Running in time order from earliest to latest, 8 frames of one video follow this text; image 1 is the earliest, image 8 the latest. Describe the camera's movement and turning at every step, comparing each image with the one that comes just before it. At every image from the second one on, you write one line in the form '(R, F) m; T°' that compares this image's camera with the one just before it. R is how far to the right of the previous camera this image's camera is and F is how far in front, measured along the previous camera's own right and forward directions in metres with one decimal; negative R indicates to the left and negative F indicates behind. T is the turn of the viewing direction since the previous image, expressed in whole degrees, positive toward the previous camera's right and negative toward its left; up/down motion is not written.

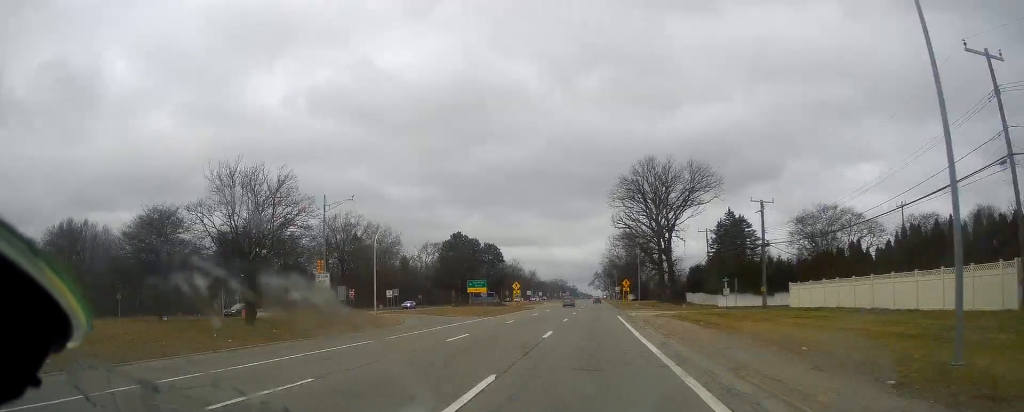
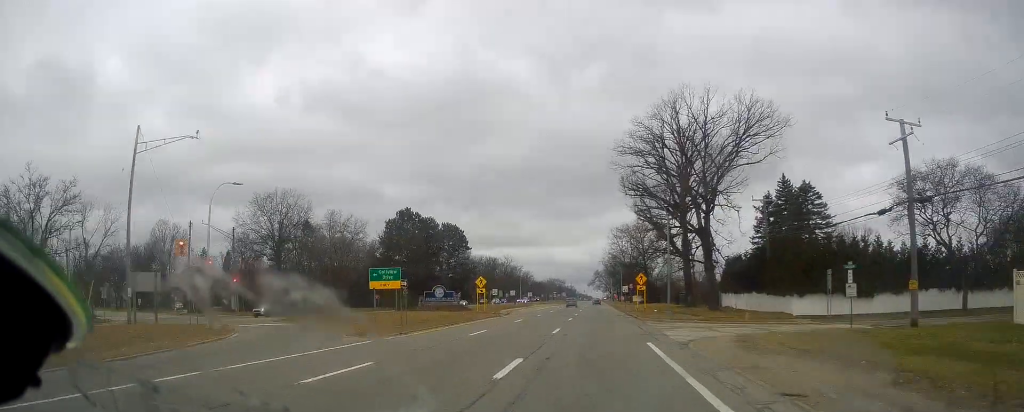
(+0.4, +27.2) m; +1°
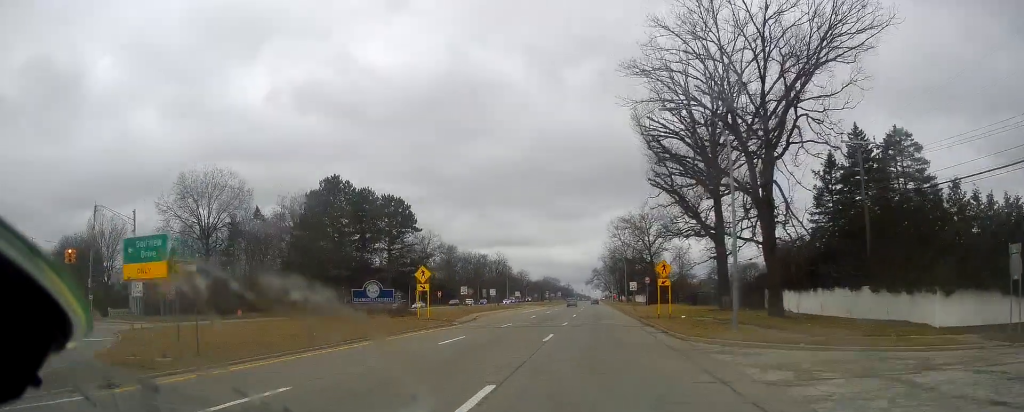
(0.0, +20.1) m; -1°
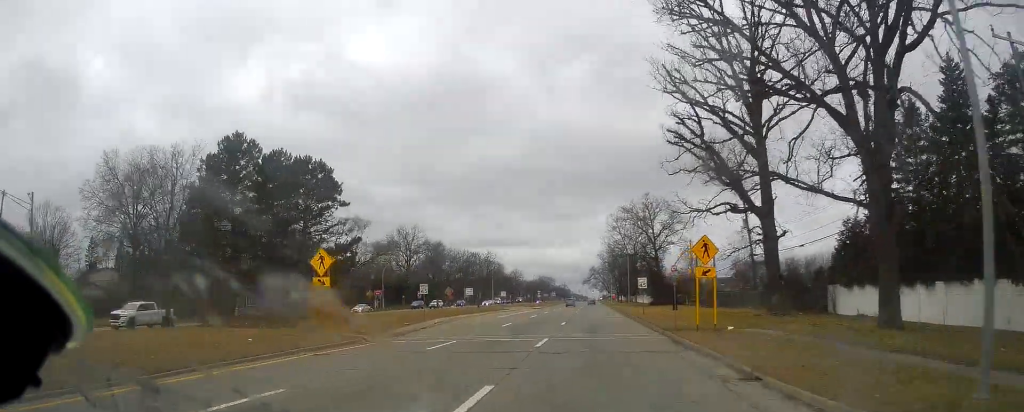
(-0.2, +15.1) m; -1°
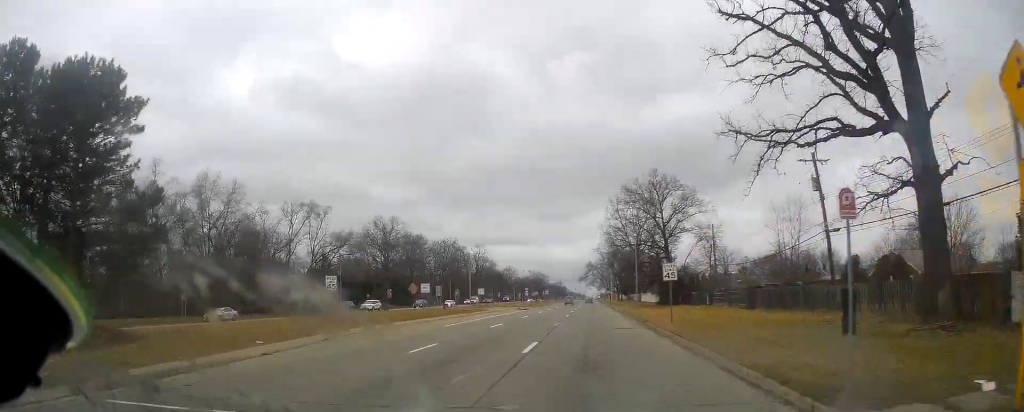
(0.0, +19.0) m; 0°
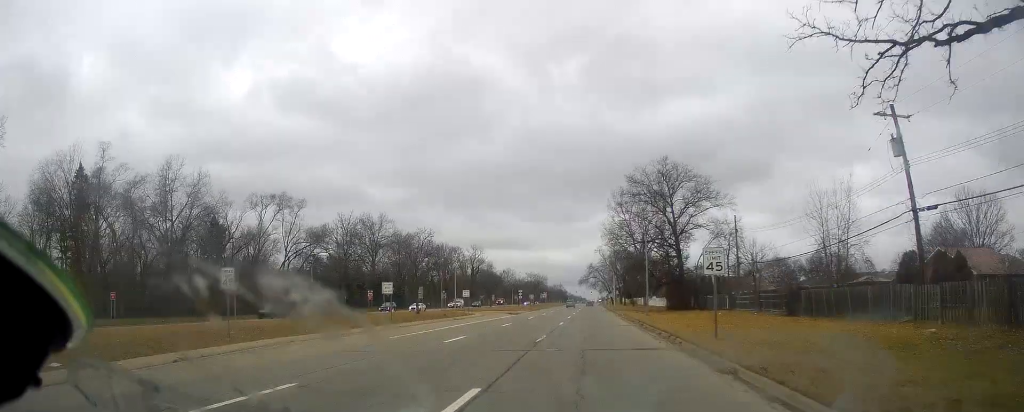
(0.0, +11.0) m; +1°
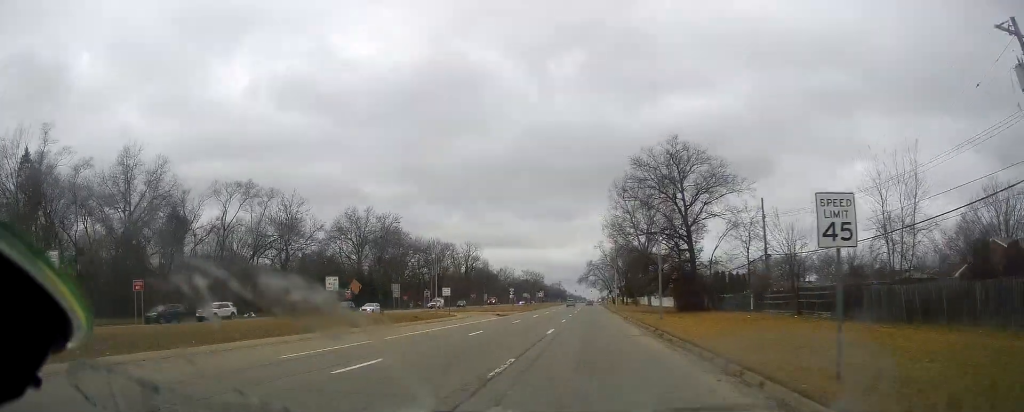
(-0.1, +10.3) m; +1°
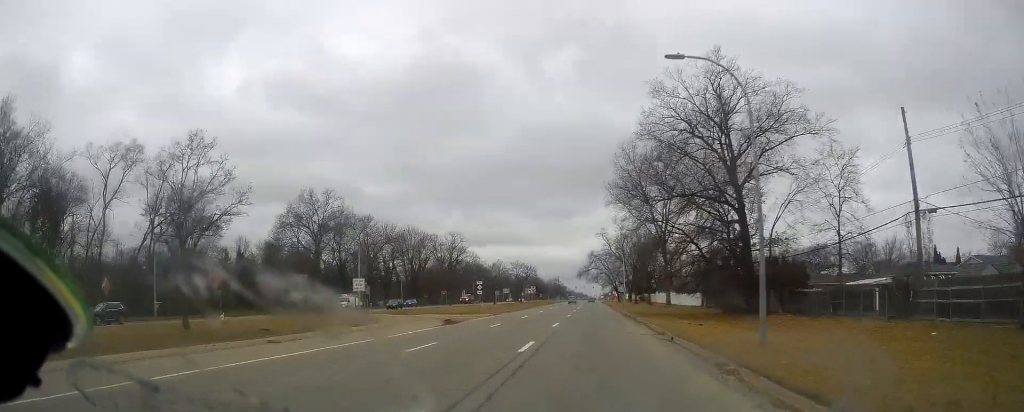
(+0.5, +25.7) m; 0°
